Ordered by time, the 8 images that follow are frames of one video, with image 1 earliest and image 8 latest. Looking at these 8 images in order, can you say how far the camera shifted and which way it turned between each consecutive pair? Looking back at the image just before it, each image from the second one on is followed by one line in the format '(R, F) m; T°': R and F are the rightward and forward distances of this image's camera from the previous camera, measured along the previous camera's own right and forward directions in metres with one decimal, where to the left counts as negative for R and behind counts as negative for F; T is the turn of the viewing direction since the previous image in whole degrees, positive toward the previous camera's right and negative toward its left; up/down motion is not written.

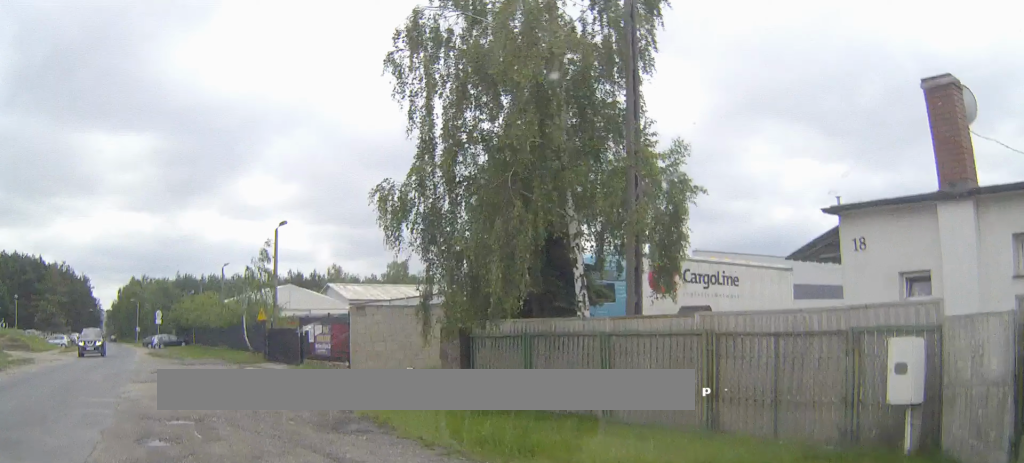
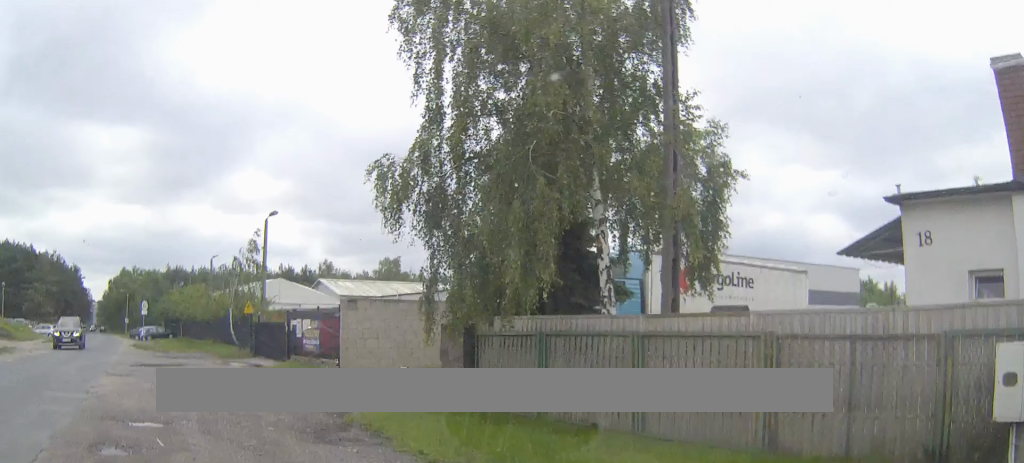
(0.0, +1.5) m; +1°
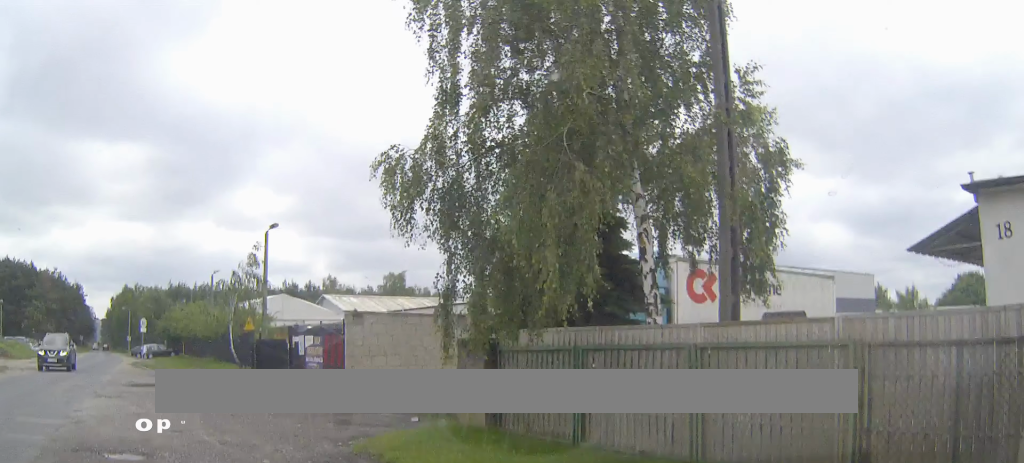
(0.0, +1.5) m; -1°
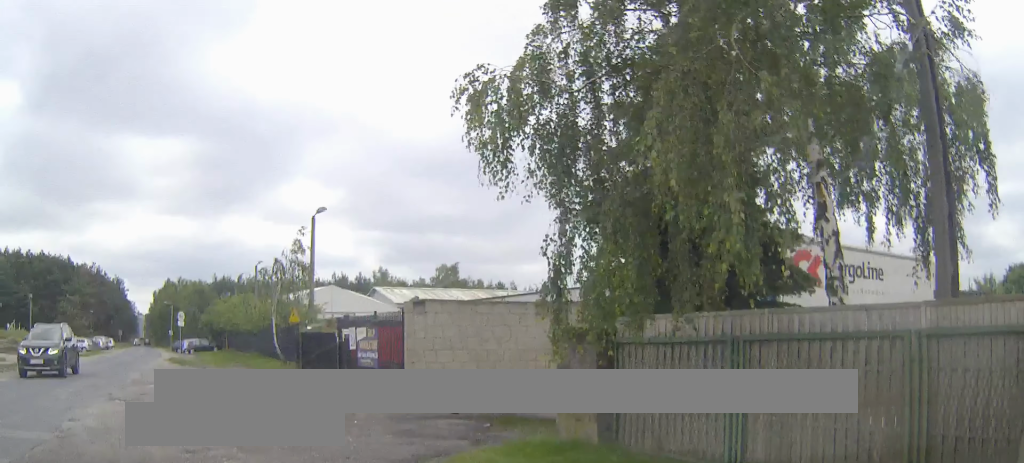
(0.0, +2.5) m; -2°
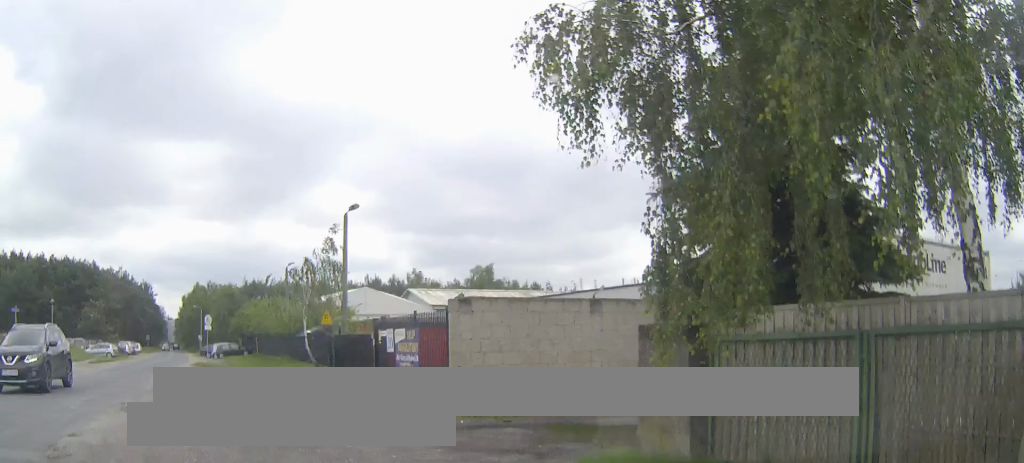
(0.0, +1.4) m; -1°
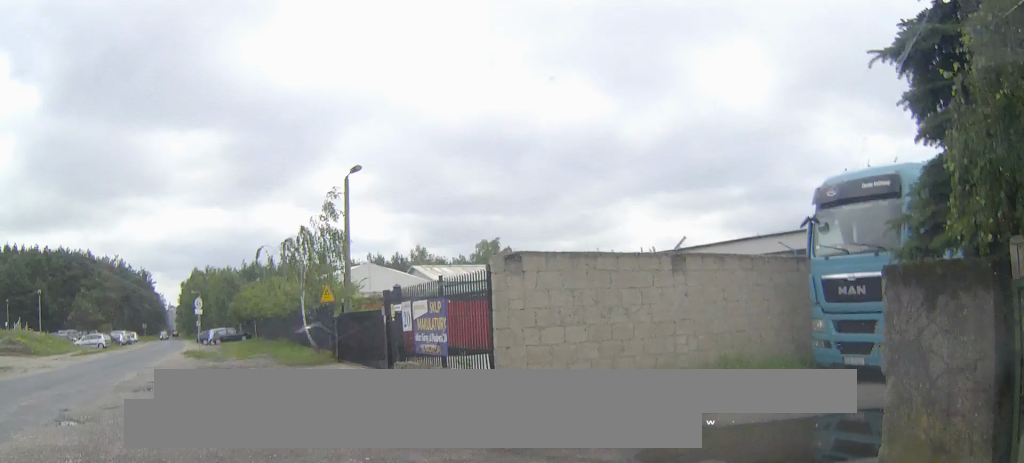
(0.0, +3.6) m; -1°
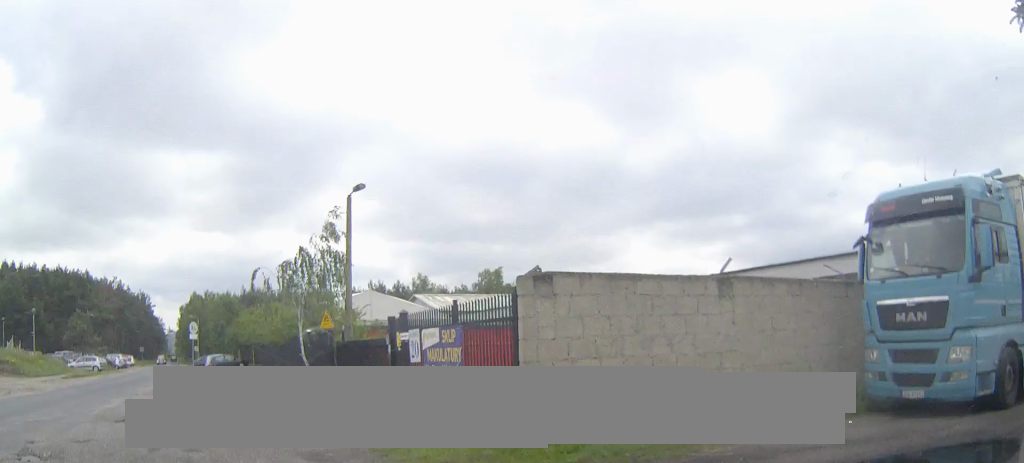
(0.0, +1.4) m; -1°
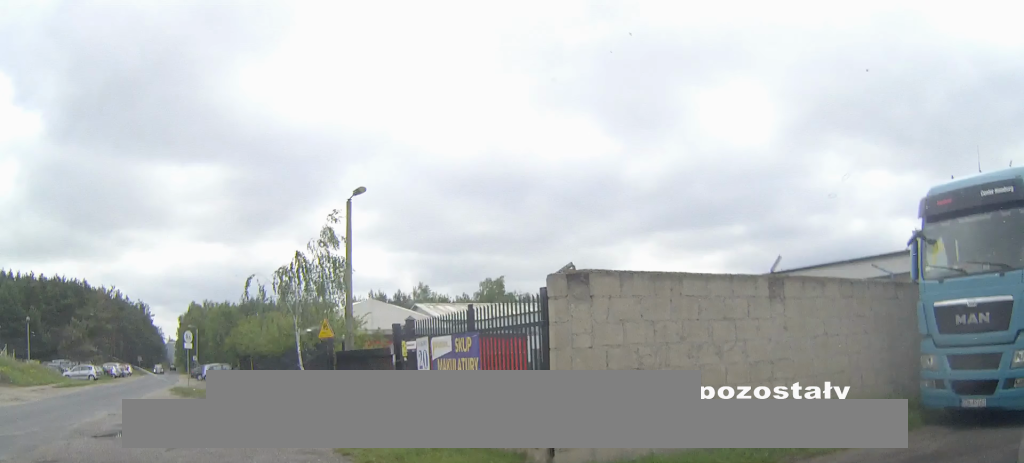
(0.0, +1.6) m; -1°
